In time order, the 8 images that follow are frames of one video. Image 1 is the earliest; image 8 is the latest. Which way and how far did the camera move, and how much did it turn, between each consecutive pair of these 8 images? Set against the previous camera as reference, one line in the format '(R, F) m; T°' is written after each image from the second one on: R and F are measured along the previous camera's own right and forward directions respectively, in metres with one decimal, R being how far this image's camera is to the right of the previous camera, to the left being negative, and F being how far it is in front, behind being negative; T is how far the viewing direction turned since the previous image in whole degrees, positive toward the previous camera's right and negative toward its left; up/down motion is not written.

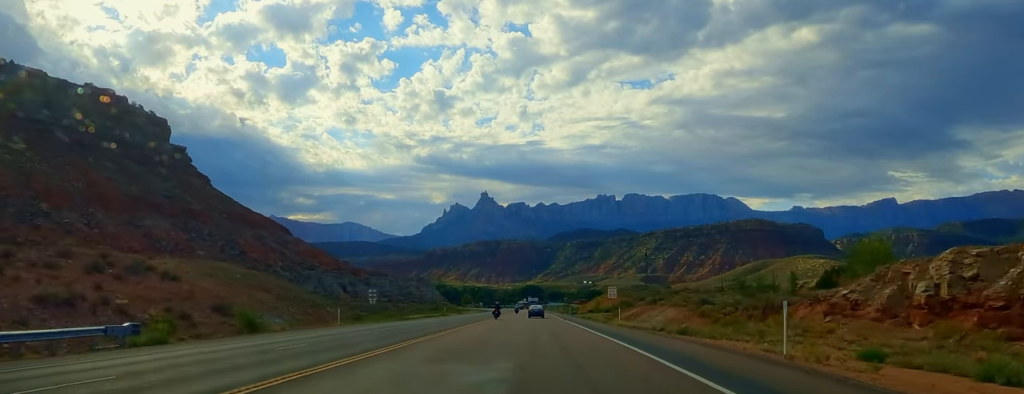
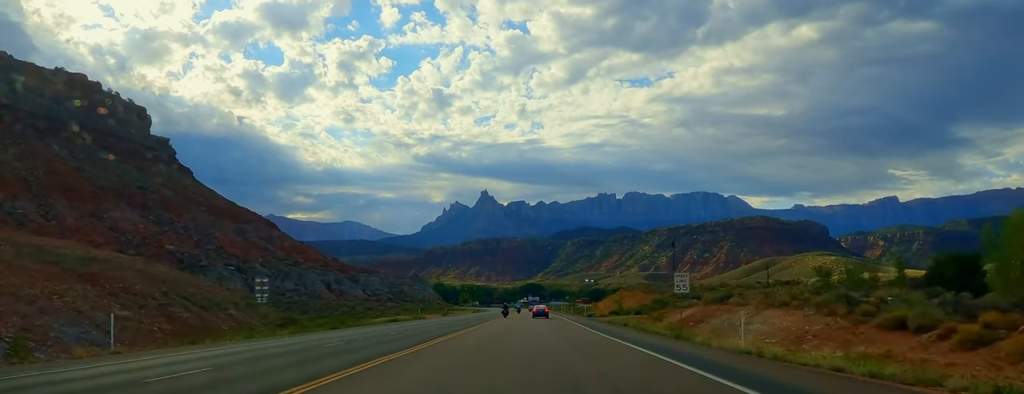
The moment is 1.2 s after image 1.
(-0.3, +32.9) m; +1°
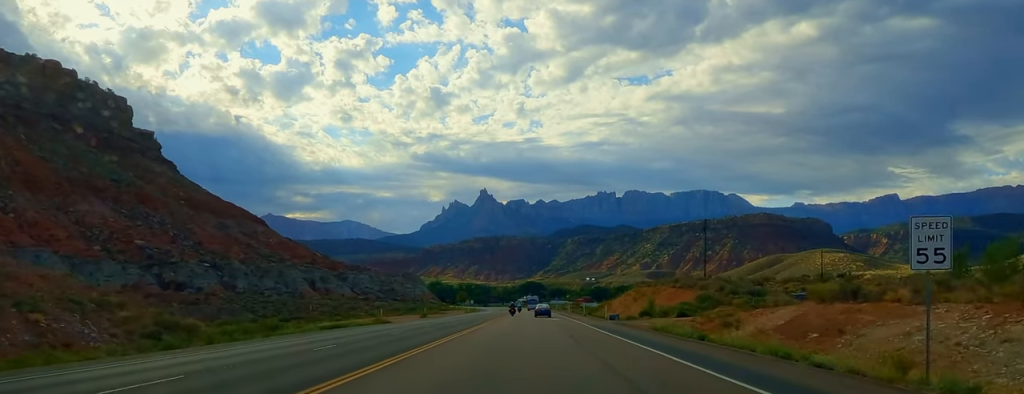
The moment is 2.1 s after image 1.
(+0.5, +26.3) m; 0°
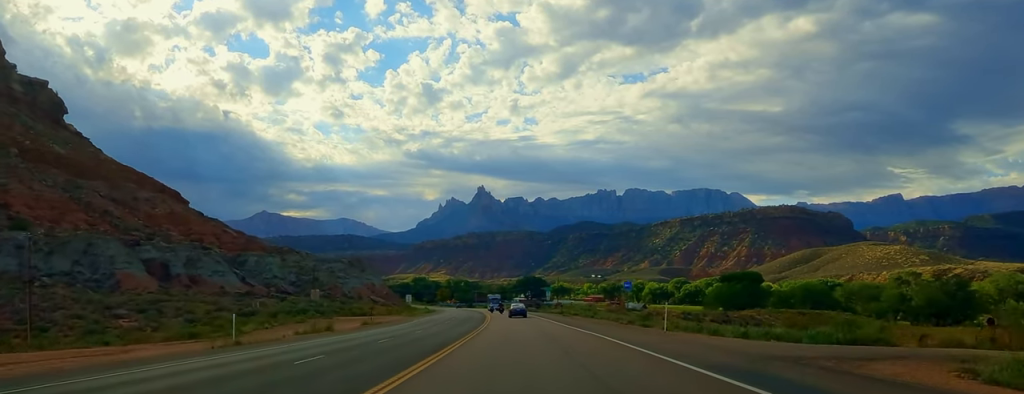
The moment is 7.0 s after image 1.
(-2.1, +139.0) m; -2°
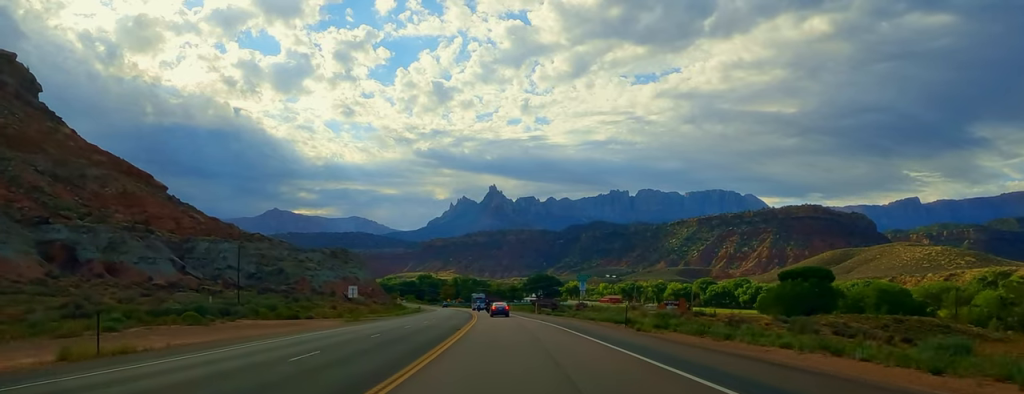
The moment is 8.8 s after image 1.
(0.0, +49.0) m; -1°
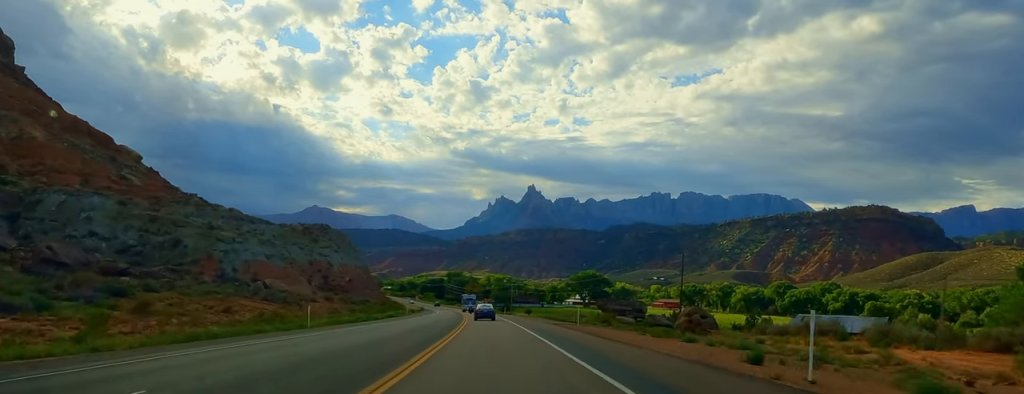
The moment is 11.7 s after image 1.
(-3.2, +83.9) m; -5°
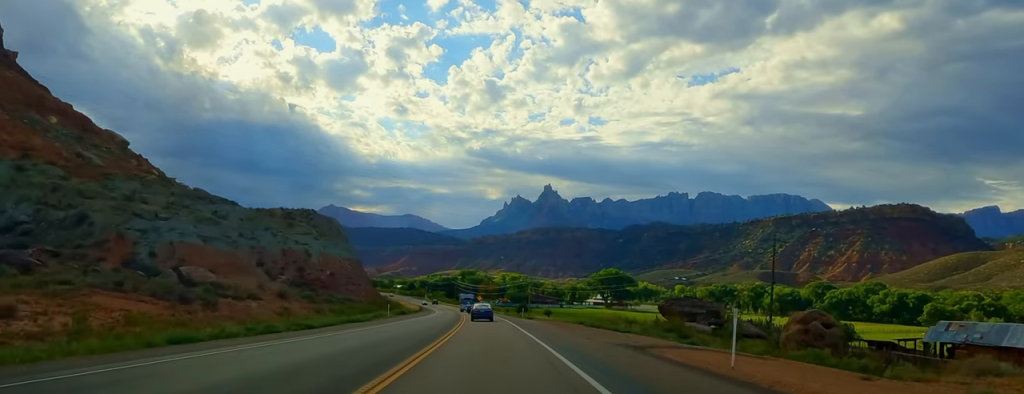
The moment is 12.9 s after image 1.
(-1.0, +32.2) m; -1°
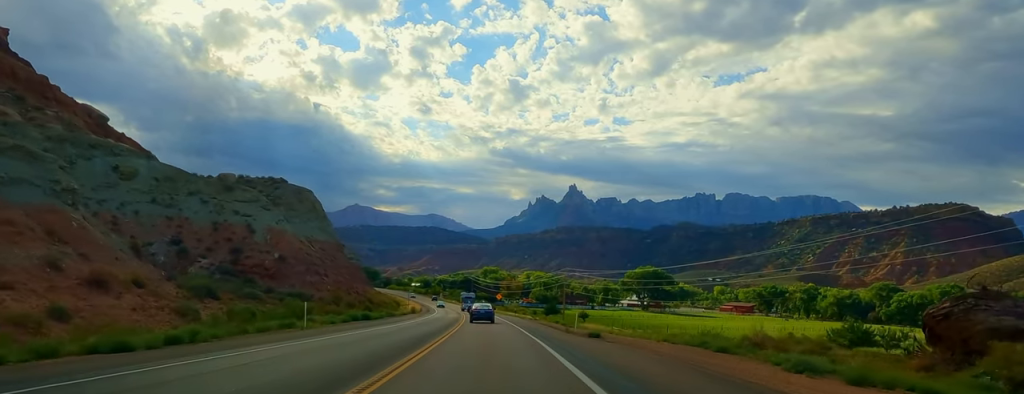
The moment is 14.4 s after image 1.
(-0.2, +43.4) m; -1°
